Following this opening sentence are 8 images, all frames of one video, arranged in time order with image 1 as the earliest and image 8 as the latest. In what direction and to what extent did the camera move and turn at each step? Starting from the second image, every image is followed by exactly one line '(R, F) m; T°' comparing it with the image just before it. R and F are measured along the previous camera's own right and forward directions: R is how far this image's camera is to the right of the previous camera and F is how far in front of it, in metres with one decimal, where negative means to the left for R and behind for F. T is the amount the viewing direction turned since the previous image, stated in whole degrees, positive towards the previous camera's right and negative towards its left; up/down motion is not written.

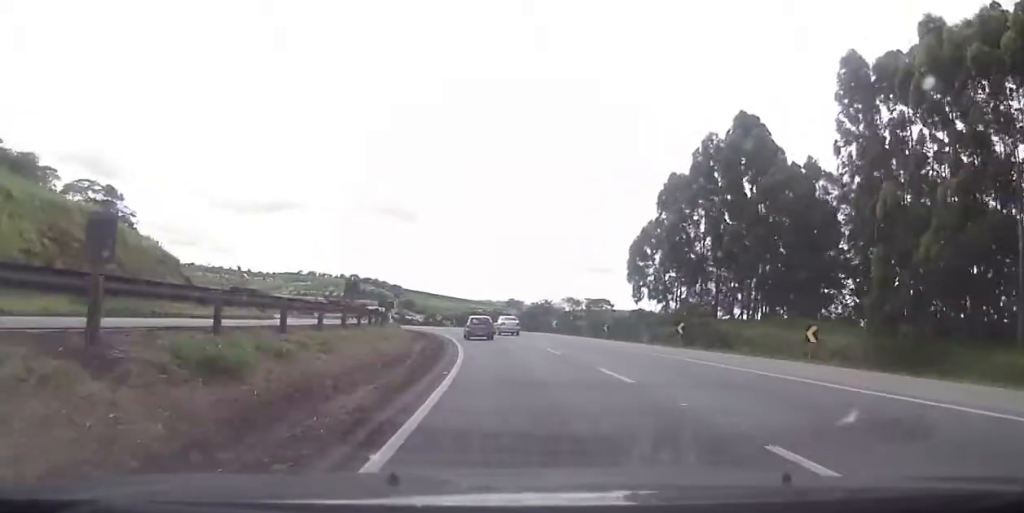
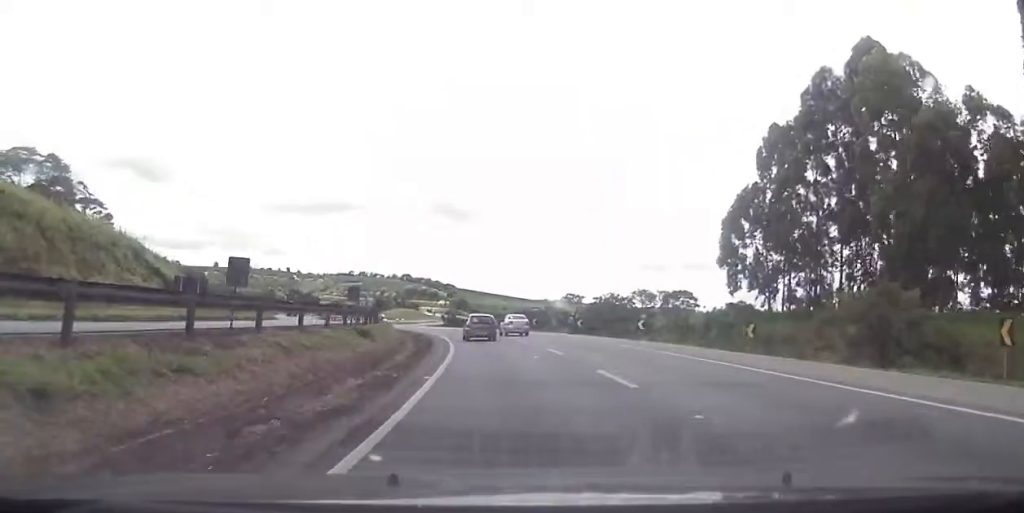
(-1.1, +24.2) m; -4°
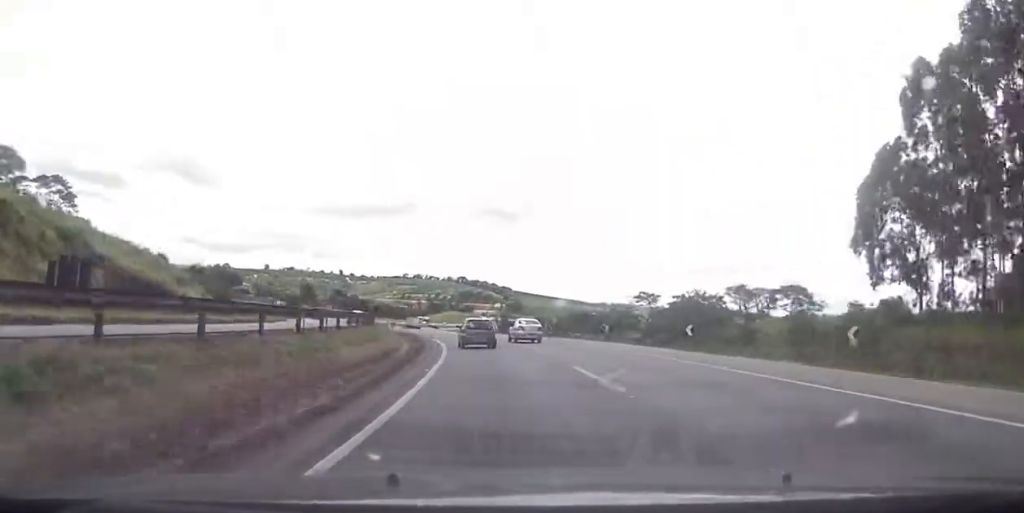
(-0.8, +22.0) m; -4°
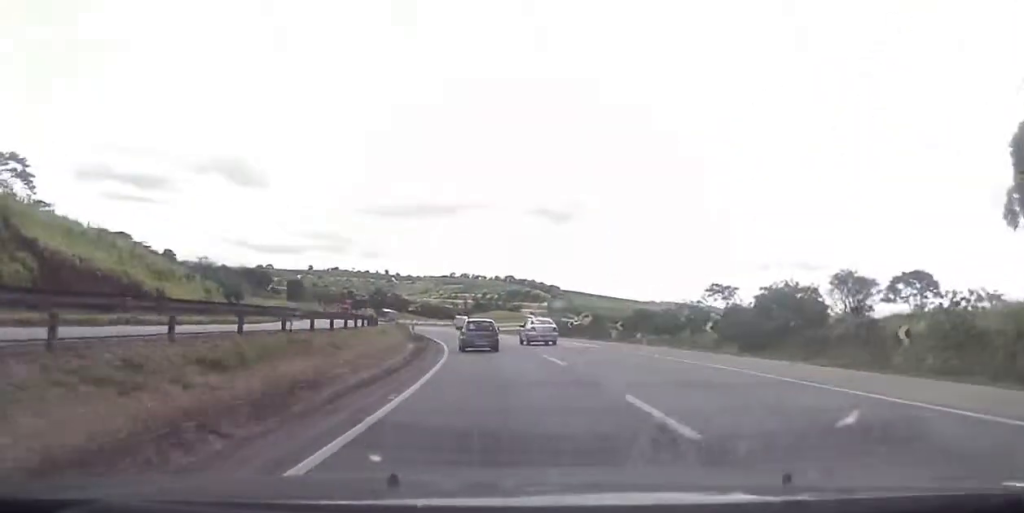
(-0.1, +17.5) m; -3°
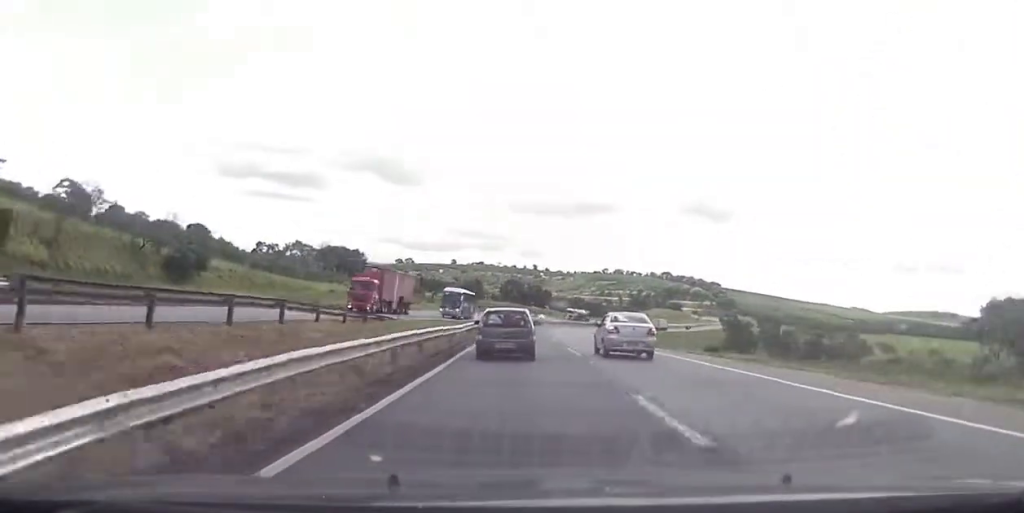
(-18.7, +62.1) m; -14°
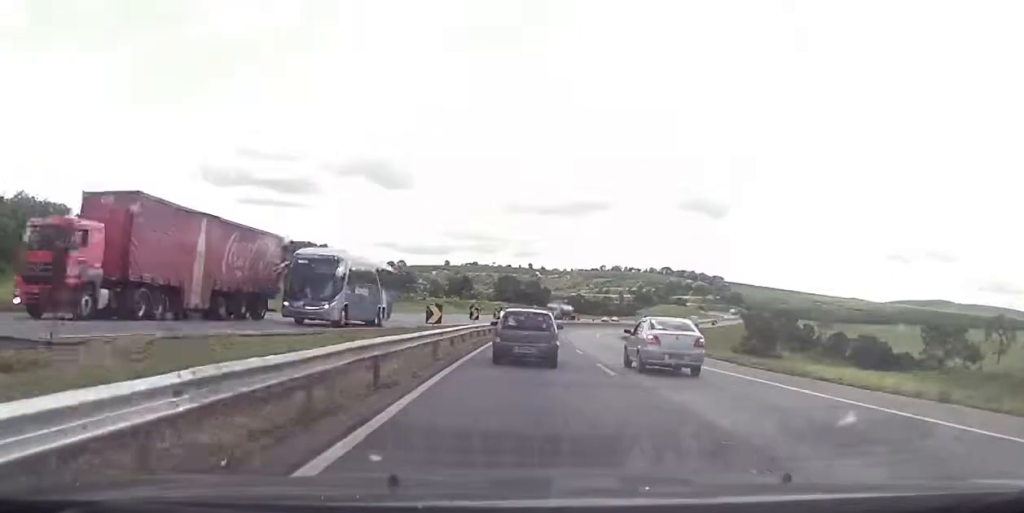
(+9.3, +36.1) m; +8°
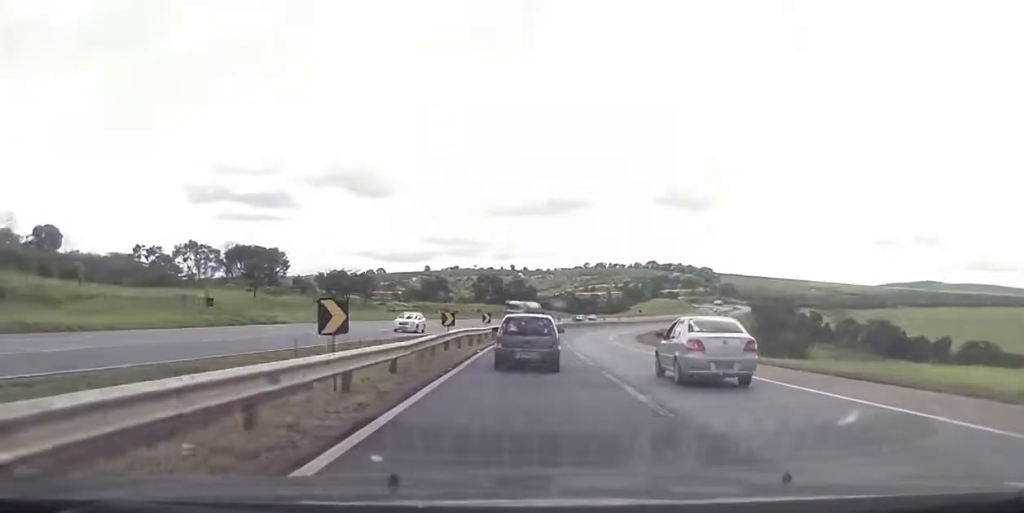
(-3.1, +28.3) m; -7°
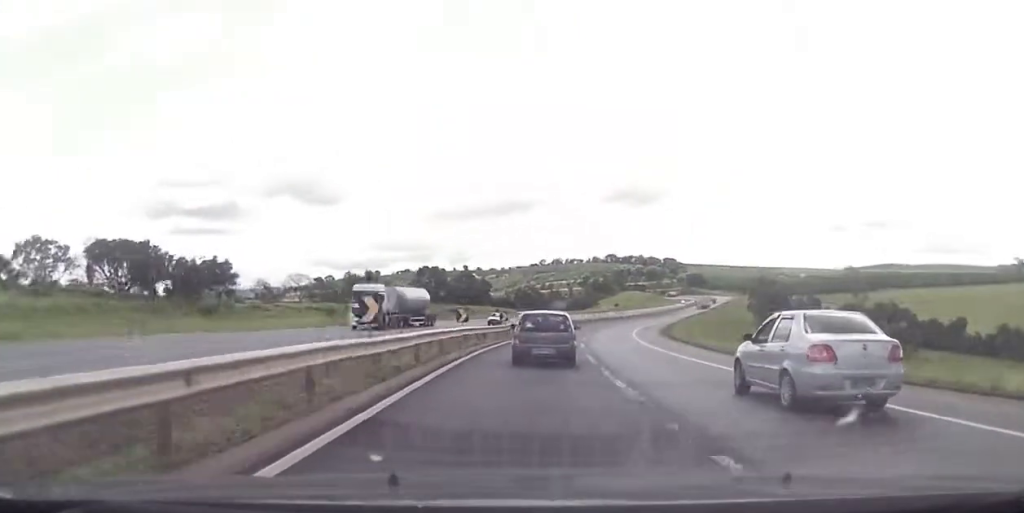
(-1.2, +44.7) m; 0°
